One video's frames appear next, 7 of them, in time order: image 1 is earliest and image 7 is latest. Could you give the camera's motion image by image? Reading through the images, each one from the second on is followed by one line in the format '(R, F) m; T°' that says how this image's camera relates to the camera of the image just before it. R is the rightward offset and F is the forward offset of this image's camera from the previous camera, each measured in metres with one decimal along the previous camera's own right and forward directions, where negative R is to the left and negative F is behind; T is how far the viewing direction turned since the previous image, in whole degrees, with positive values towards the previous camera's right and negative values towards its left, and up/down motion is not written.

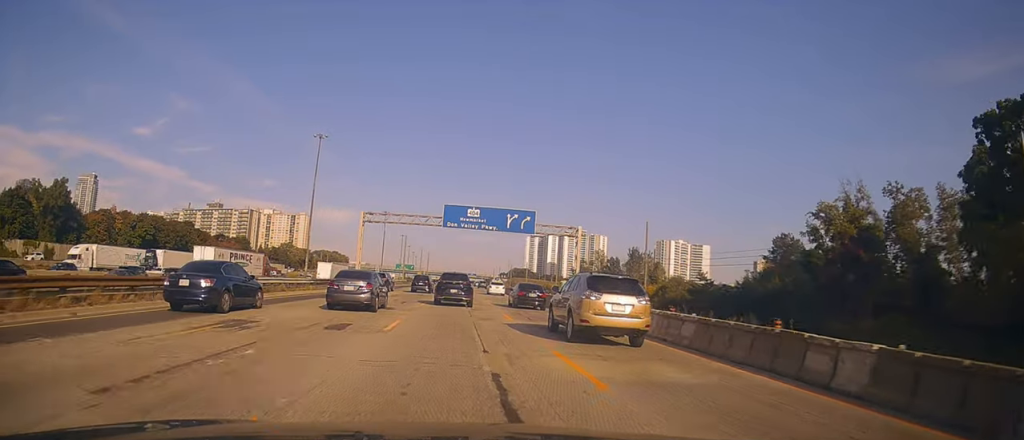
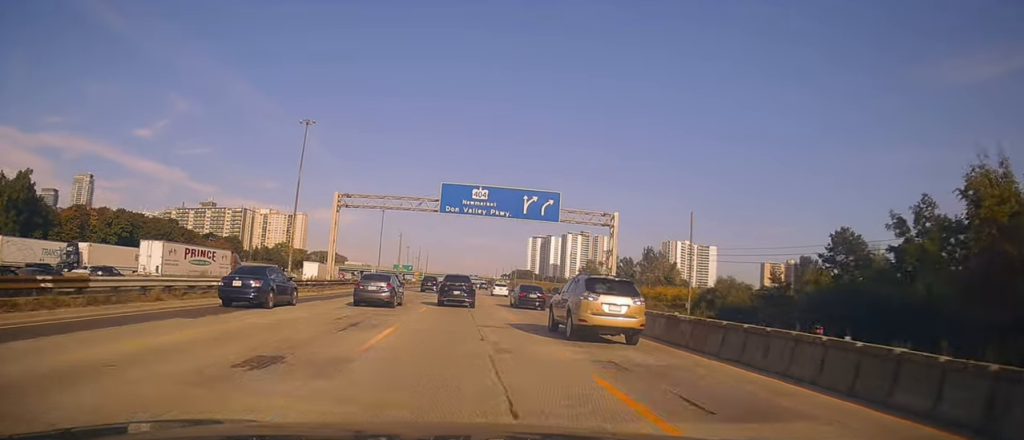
(-0.1, +15.3) m; -1°
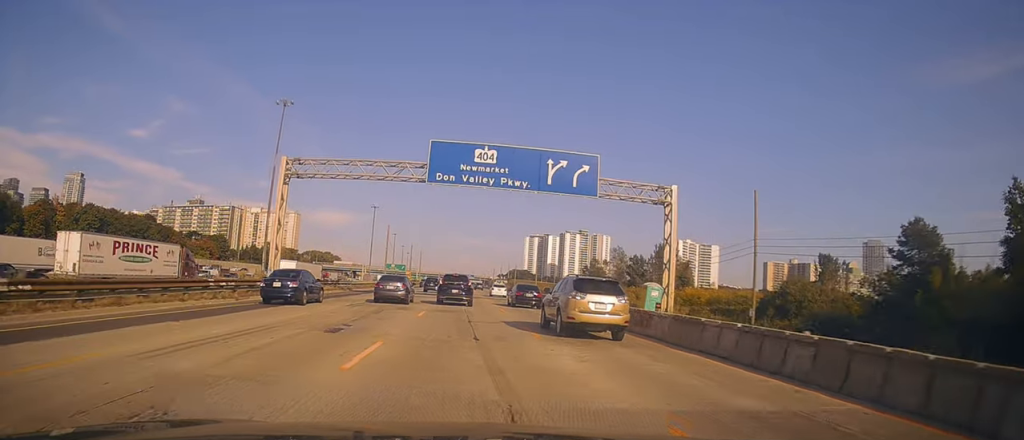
(0.0, +15.2) m; +1°
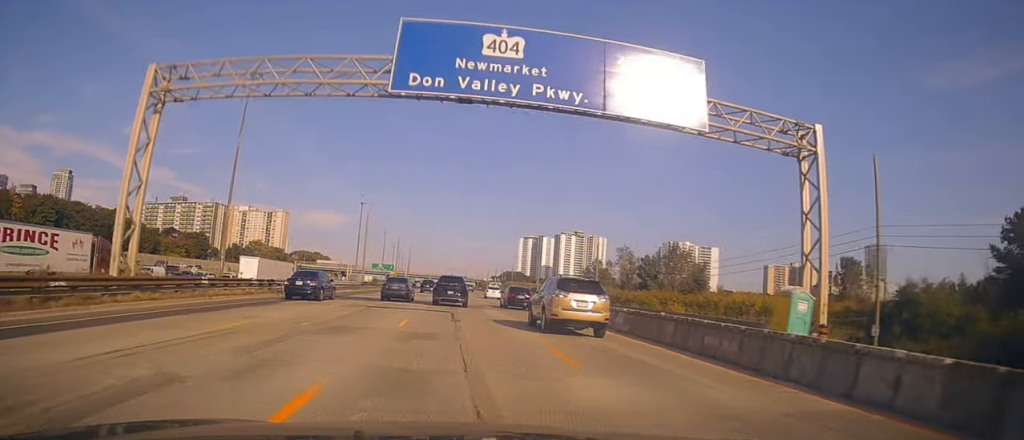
(+0.4, +16.7) m; +1°
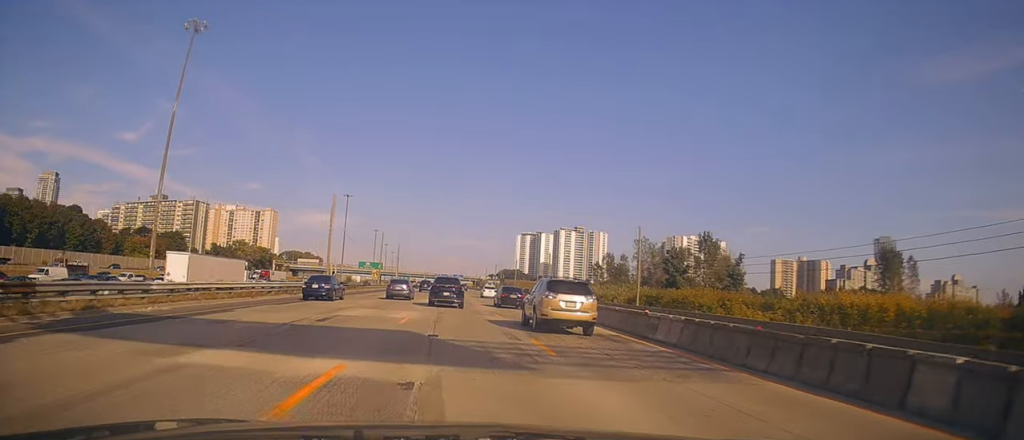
(-0.3, +22.2) m; 0°
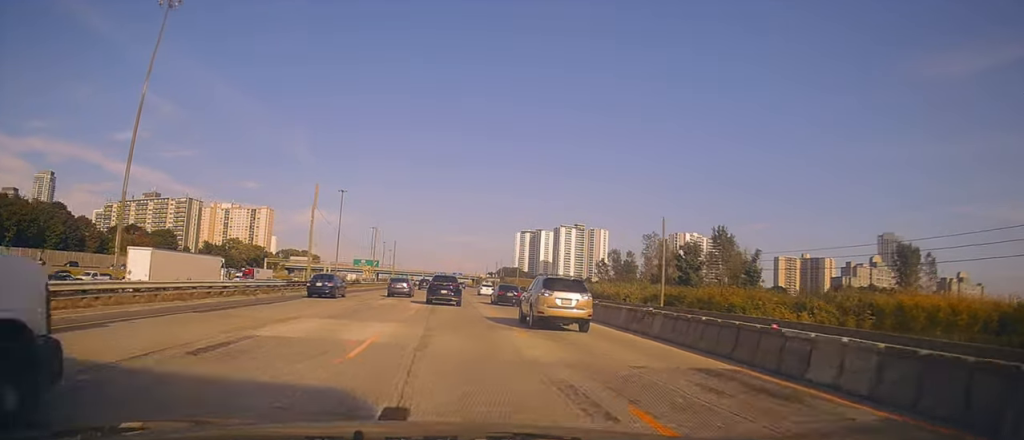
(+0.3, +8.2) m; 0°
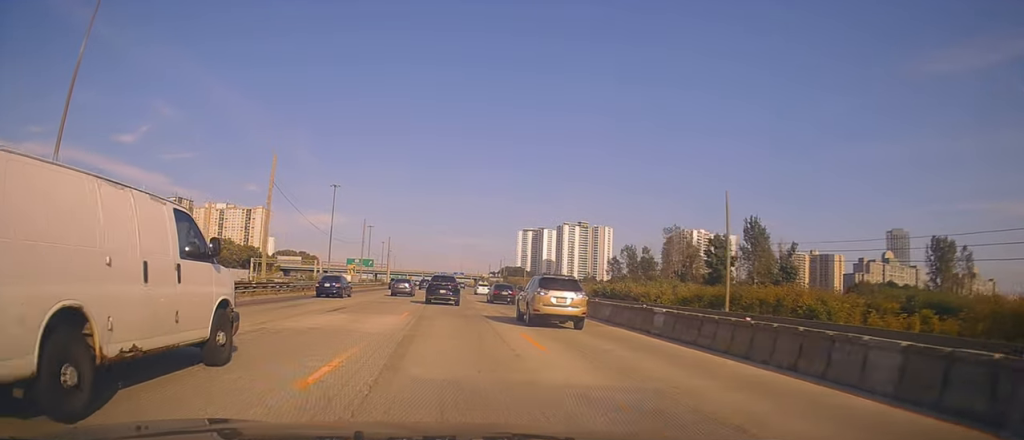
(+0.1, +14.3) m; 0°
